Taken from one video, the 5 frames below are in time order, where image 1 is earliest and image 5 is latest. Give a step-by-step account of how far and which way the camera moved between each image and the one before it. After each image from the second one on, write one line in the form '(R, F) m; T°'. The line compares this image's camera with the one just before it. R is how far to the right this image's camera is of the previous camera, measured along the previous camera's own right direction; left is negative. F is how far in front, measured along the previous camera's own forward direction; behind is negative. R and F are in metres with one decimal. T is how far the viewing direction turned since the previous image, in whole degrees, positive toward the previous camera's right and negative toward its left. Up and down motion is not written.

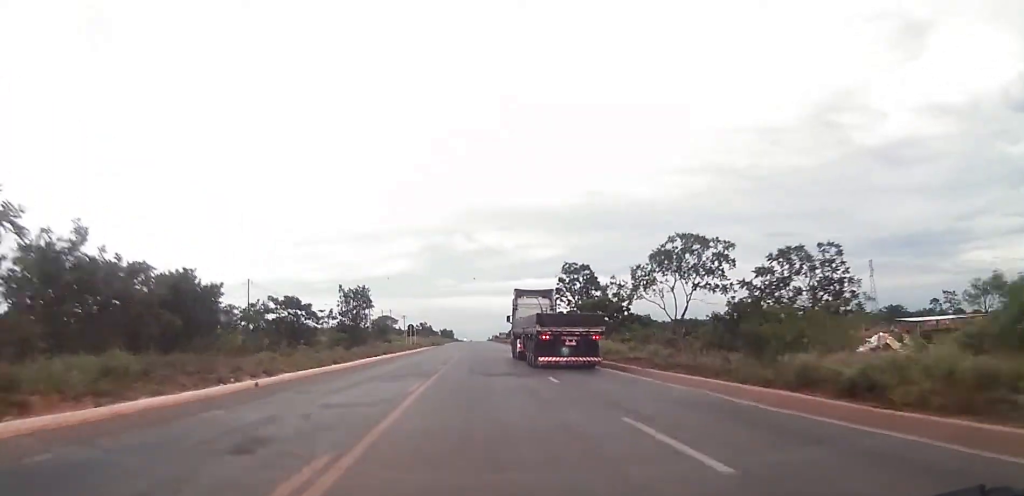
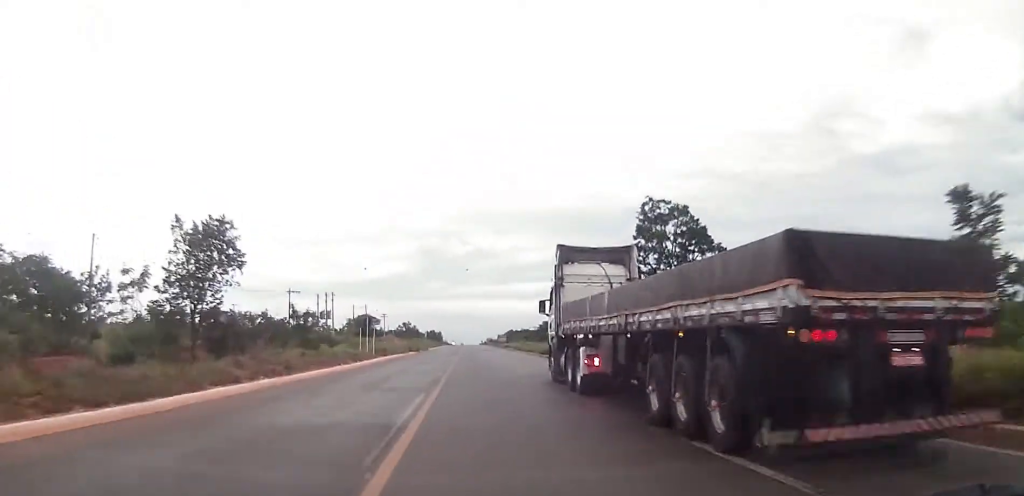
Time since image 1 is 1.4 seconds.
(-0.4, +39.2) m; 0°
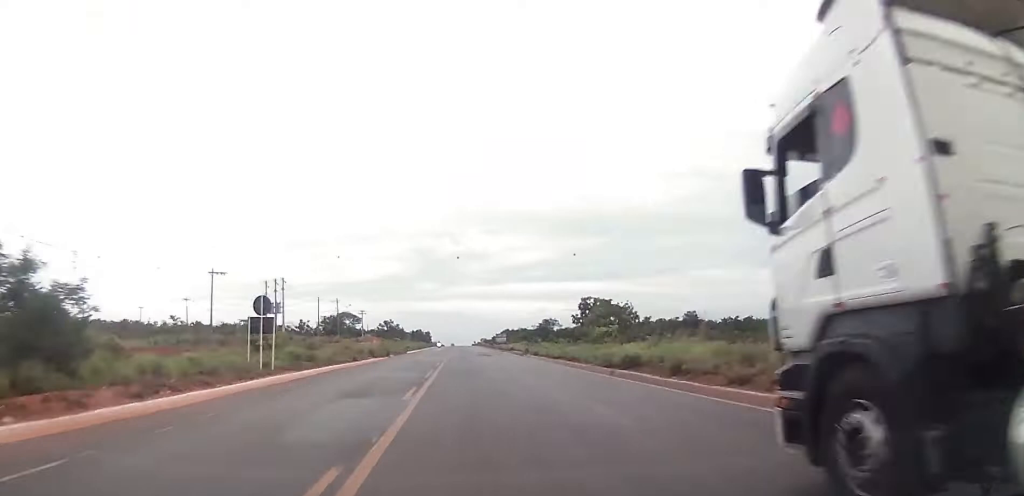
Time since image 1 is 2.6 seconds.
(+0.6, +31.6) m; +1°
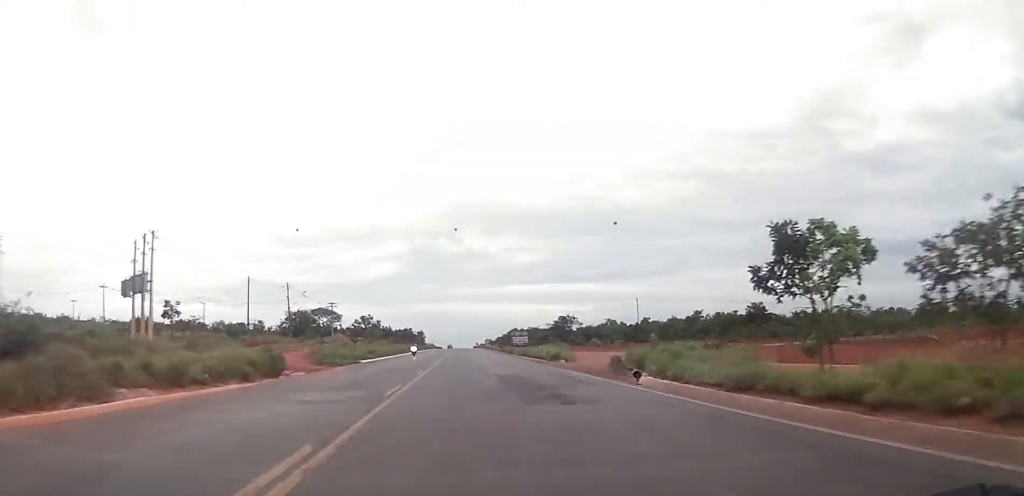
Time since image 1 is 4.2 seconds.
(+0.2, +45.8) m; -1°
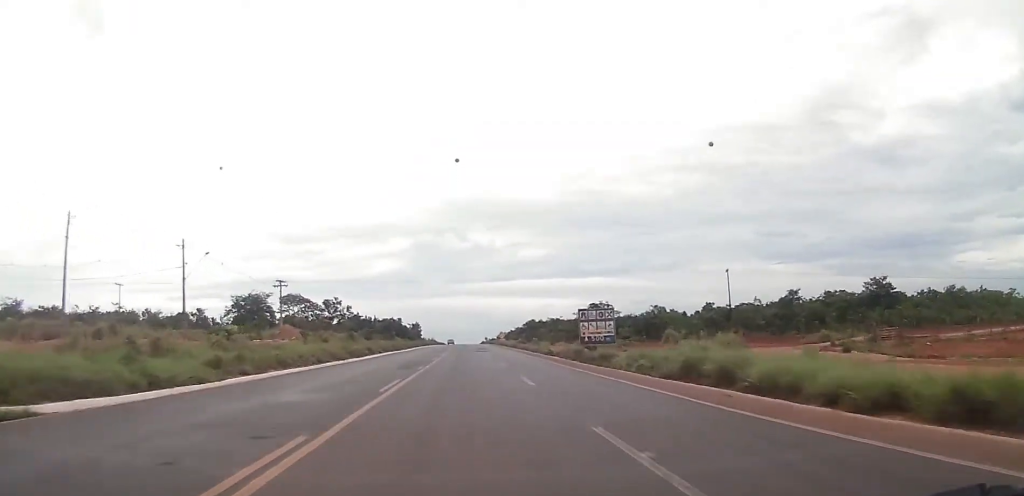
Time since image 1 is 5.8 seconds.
(-0.5, +47.2) m; 0°
